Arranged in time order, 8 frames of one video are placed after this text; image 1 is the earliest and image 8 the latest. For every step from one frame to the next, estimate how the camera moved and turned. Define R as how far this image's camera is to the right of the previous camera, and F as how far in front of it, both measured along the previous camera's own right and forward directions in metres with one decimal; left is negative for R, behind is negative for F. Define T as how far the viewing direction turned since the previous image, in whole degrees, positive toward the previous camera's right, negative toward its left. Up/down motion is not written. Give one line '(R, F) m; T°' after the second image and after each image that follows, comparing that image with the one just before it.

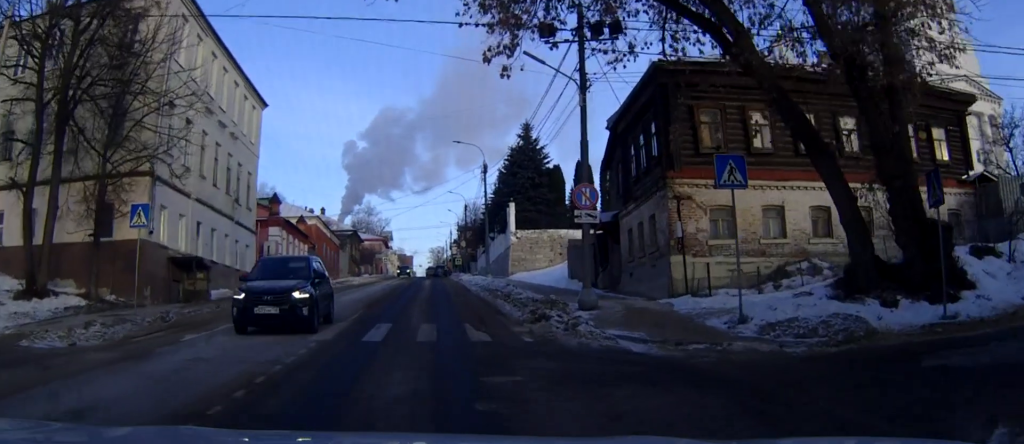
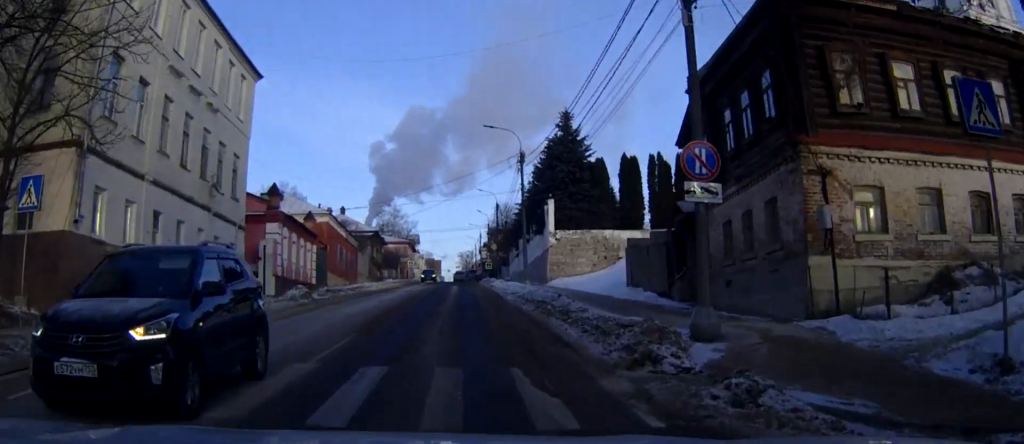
(-0.1, +8.3) m; -1°
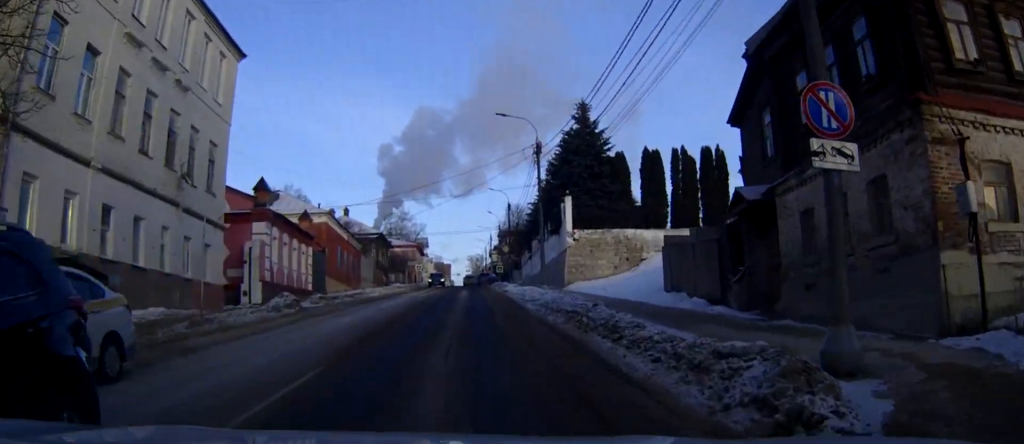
(0.0, +4.8) m; 0°
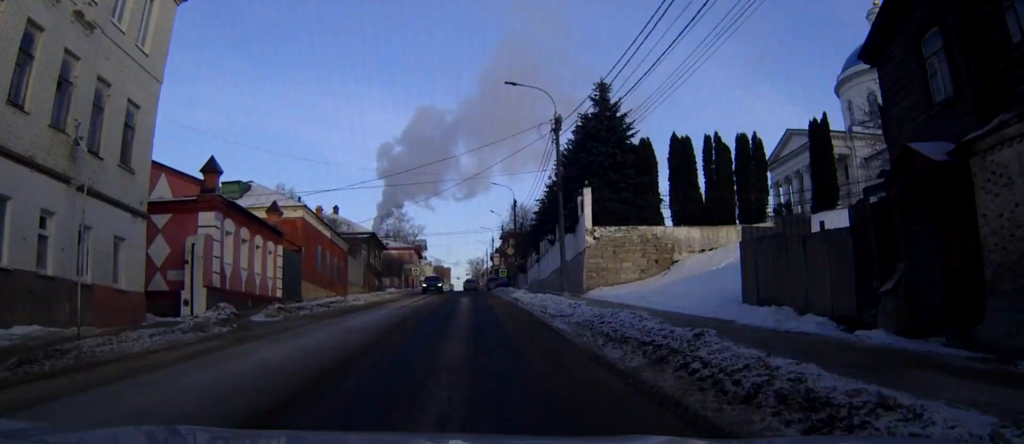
(0.0, +8.0) m; 0°
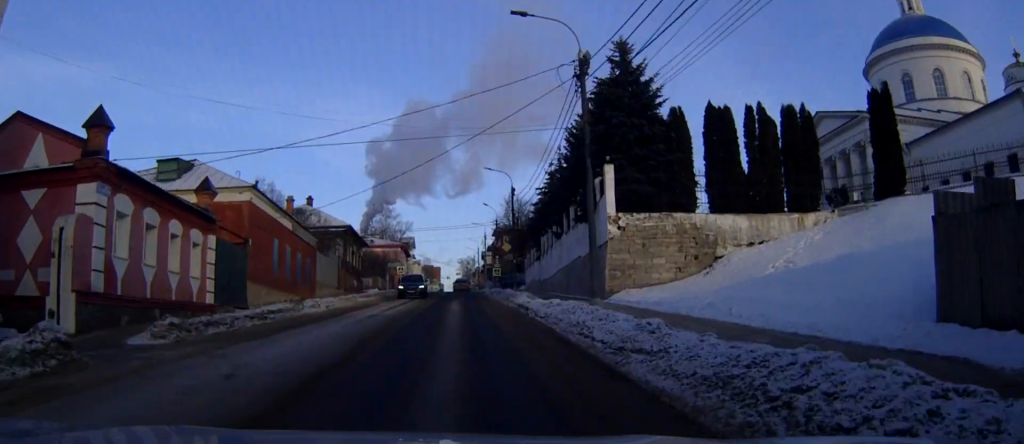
(0.0, +8.9) m; 0°
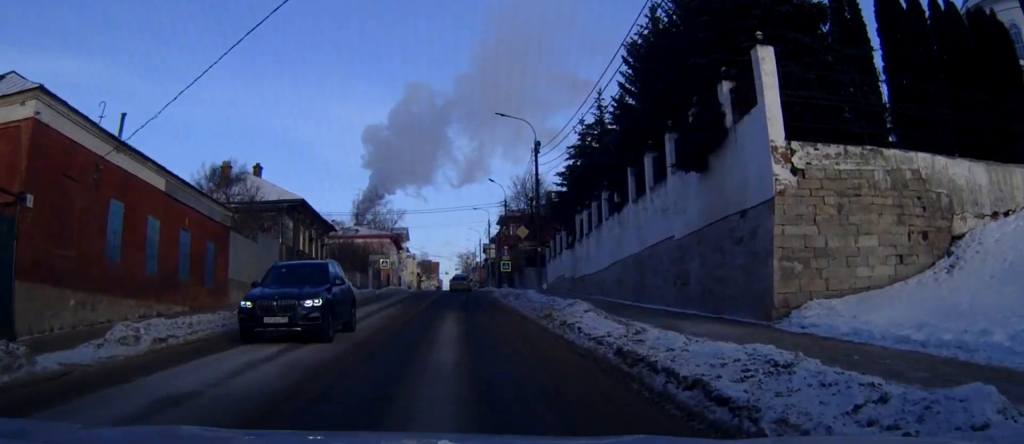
(+0.1, +18.0) m; 0°
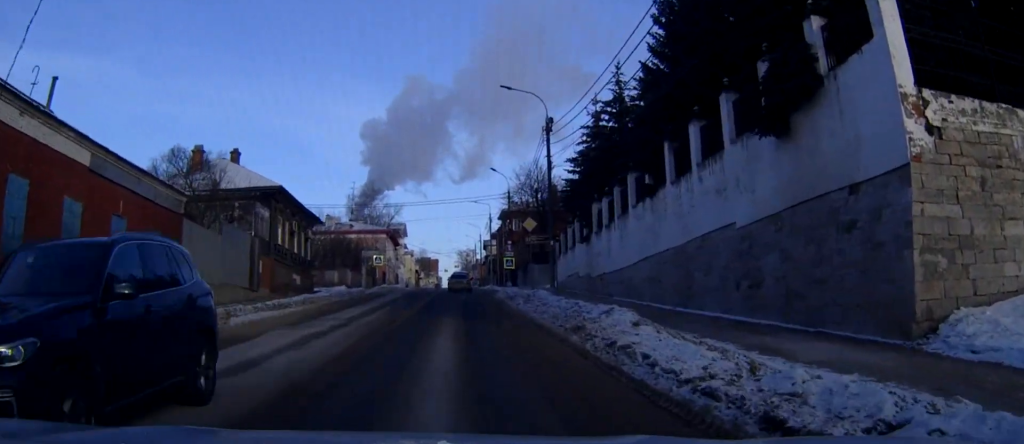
(0.0, +5.5) m; 0°
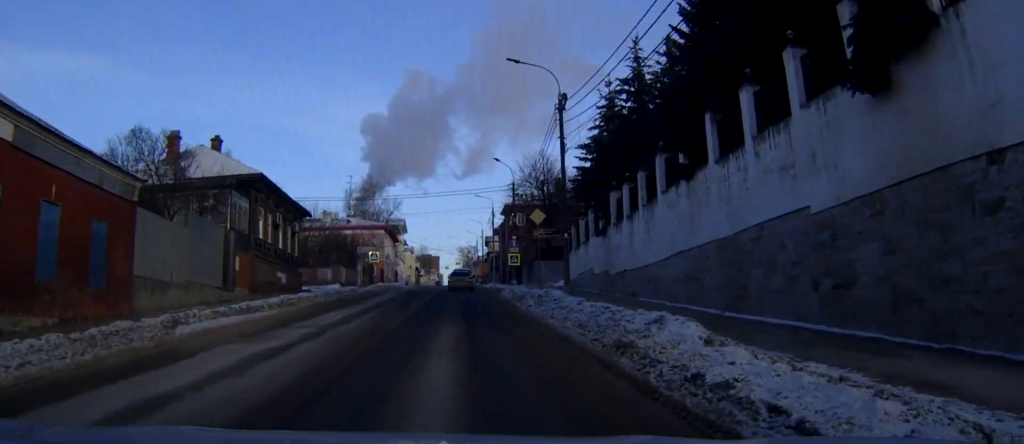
(0.0, +4.2) m; 0°
